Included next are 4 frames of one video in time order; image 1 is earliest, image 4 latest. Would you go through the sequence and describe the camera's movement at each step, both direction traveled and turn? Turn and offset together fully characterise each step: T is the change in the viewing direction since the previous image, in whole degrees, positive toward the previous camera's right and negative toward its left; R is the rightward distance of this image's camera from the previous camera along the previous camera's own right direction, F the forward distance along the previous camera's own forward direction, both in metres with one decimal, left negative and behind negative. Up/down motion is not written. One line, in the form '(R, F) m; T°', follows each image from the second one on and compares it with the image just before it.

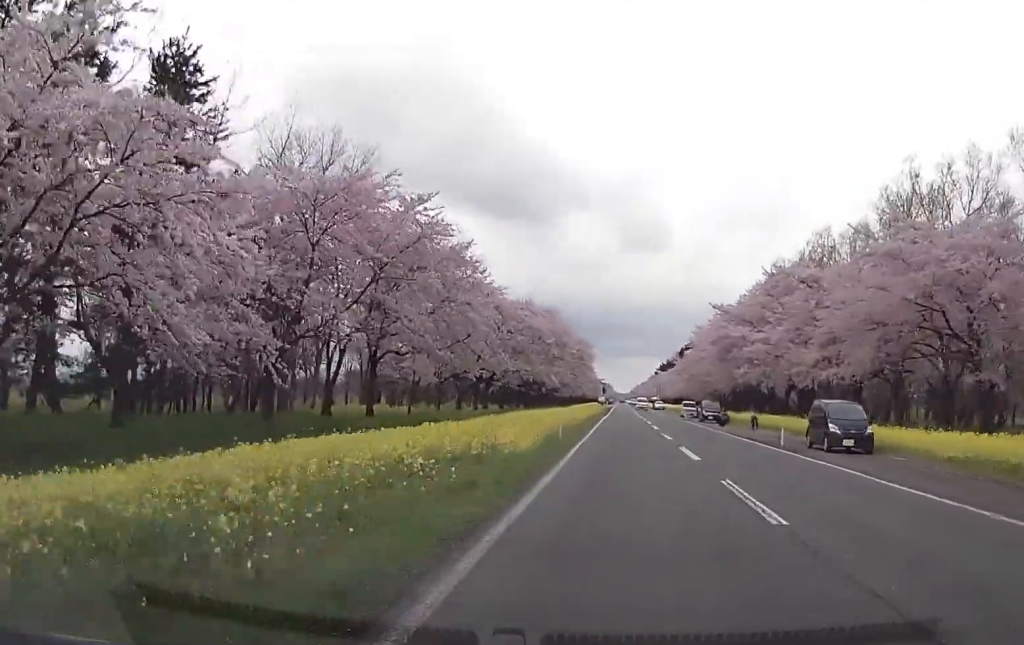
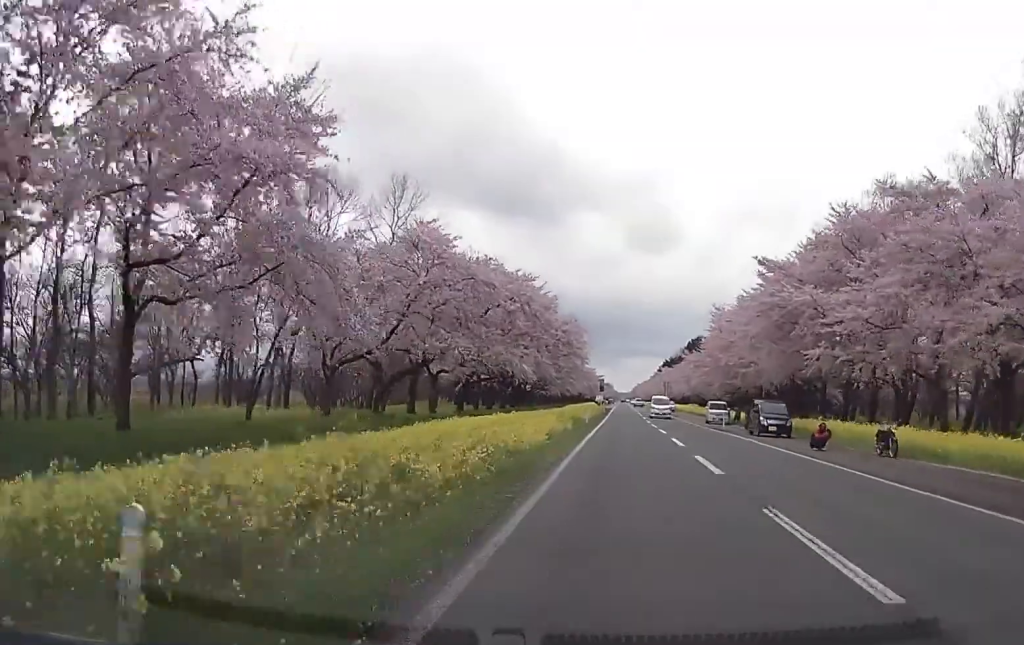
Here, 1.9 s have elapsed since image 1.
(-0.5, +24.0) m; 0°
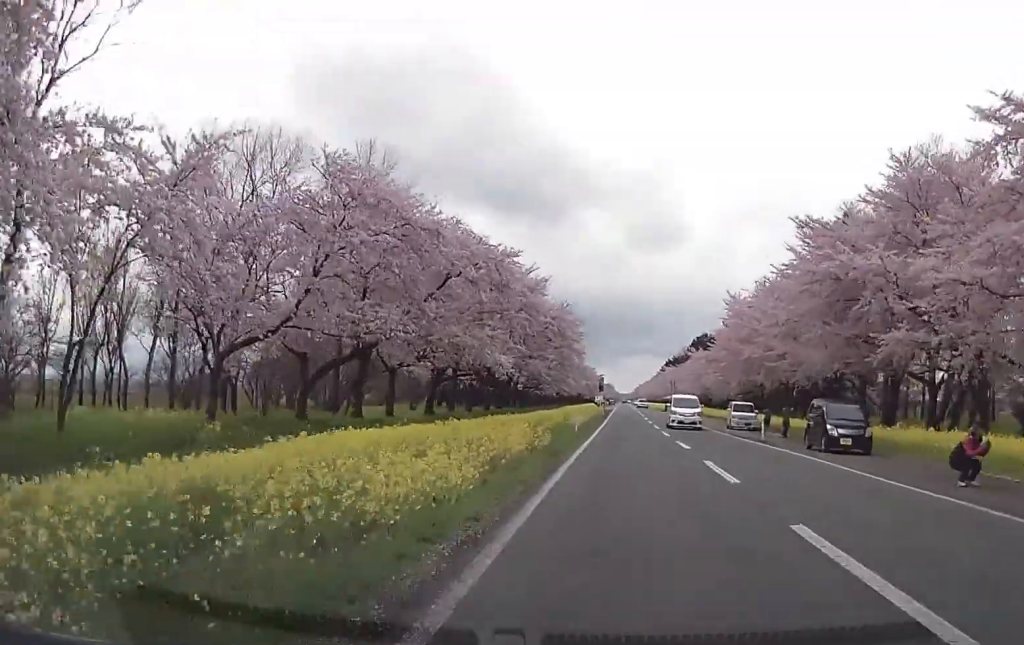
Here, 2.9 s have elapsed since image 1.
(+0.3, +11.5) m; +1°
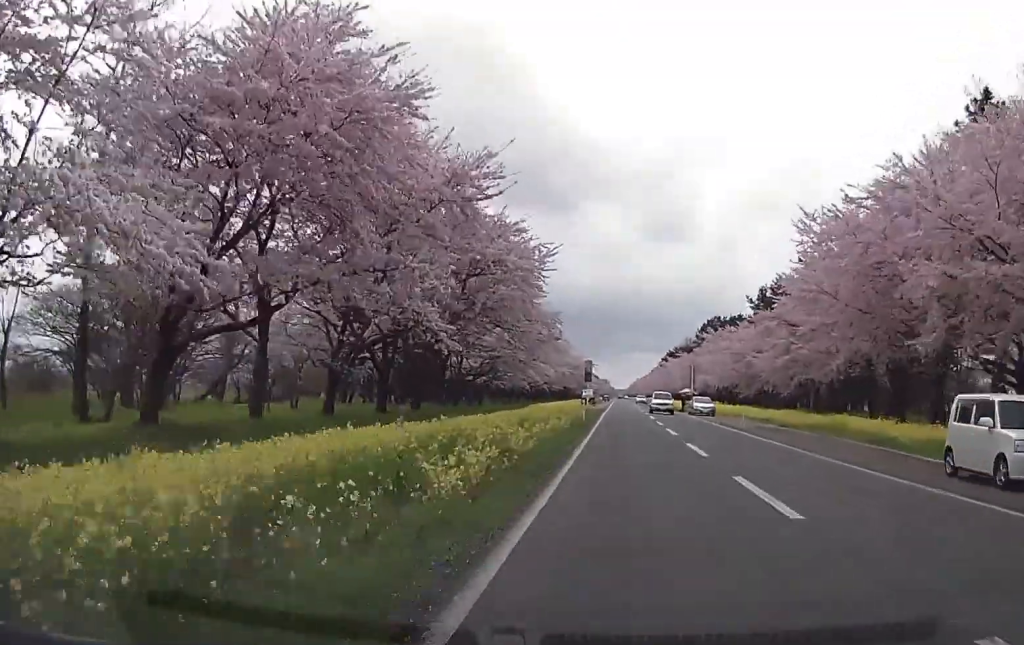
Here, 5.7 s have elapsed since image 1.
(0.0, +34.7) m; 0°
